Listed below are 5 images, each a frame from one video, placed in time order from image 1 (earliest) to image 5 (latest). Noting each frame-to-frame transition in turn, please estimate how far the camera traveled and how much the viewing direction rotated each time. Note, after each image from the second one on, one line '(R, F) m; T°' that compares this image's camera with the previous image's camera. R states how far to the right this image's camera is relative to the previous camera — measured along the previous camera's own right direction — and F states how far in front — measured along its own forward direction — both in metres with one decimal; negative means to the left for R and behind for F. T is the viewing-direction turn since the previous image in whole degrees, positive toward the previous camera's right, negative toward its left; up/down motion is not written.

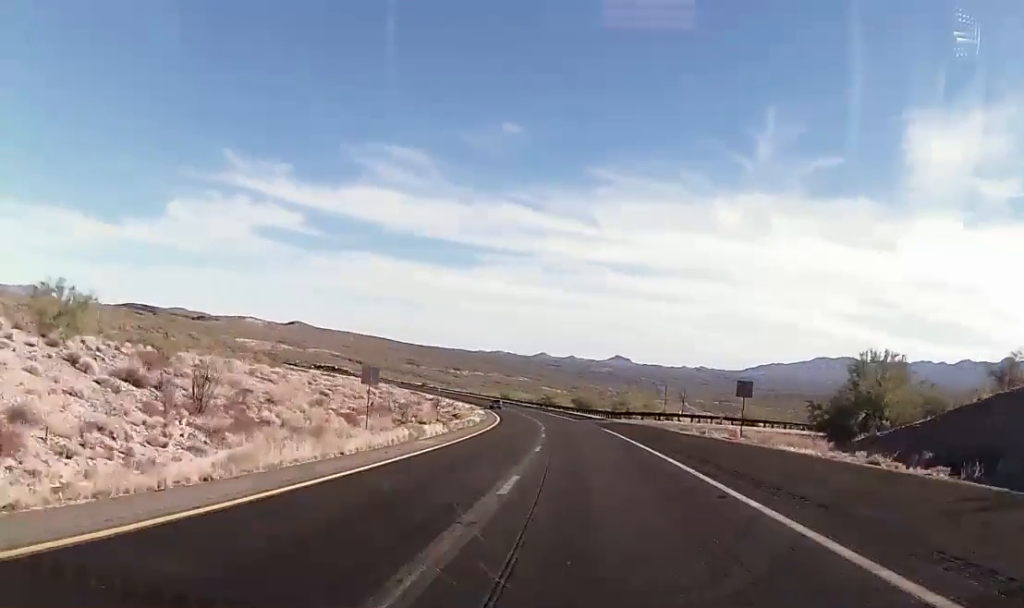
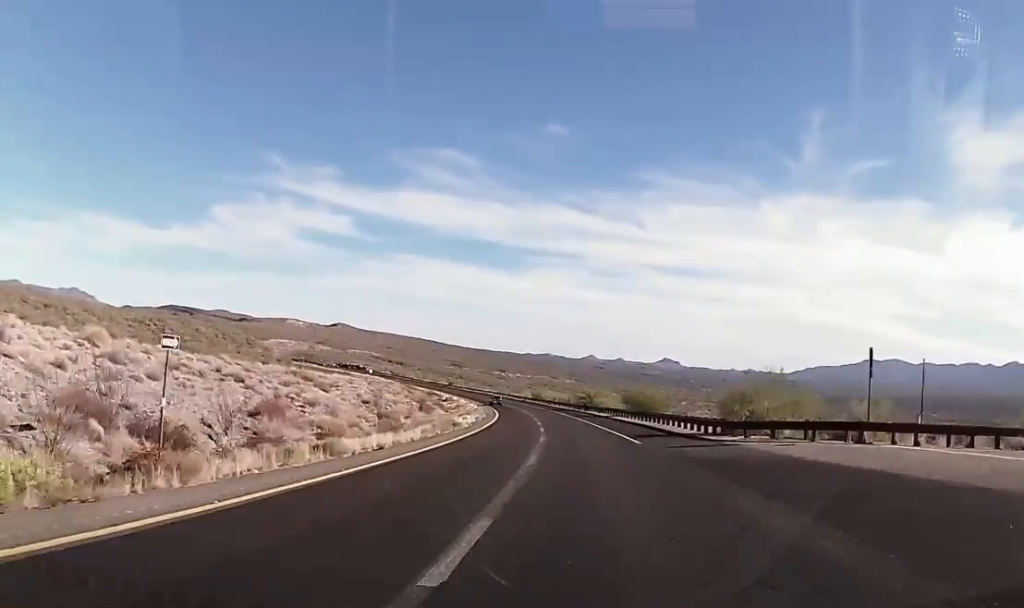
(-1.7, +42.6) m; -3°
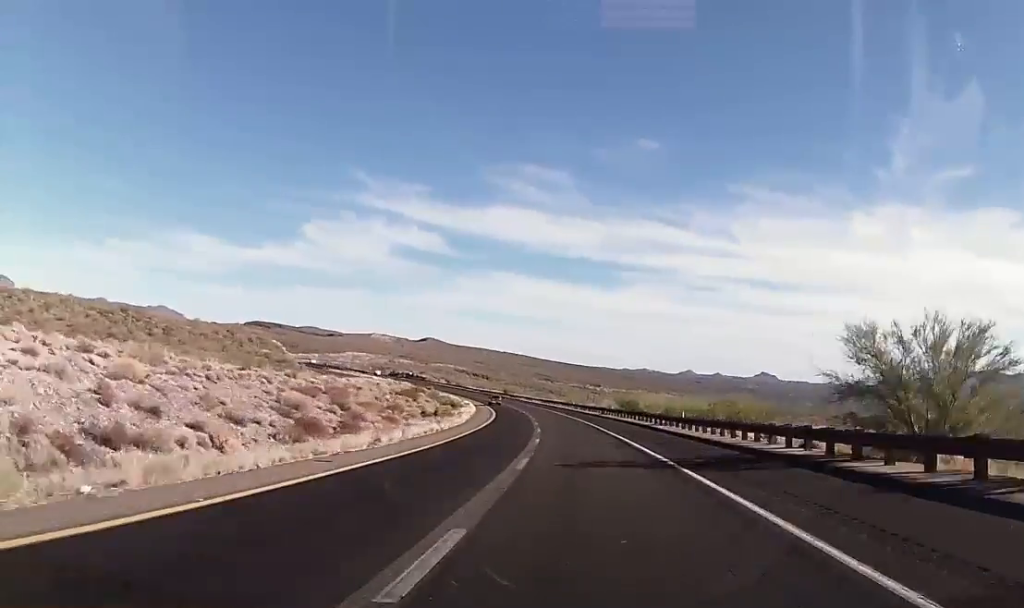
(-4.2, +85.1) m; -6°
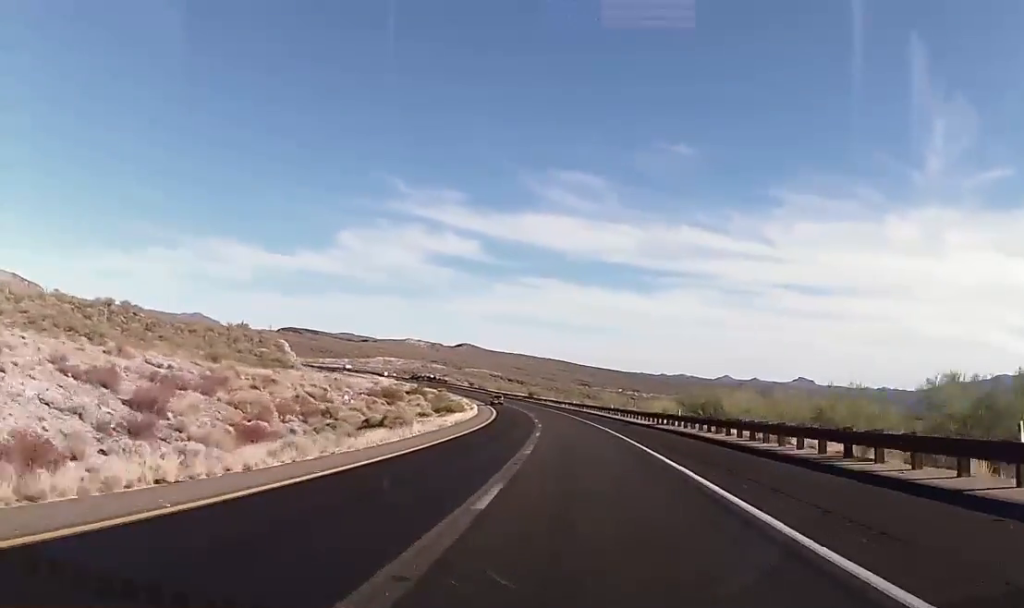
(-0.5, +31.2) m; -3°
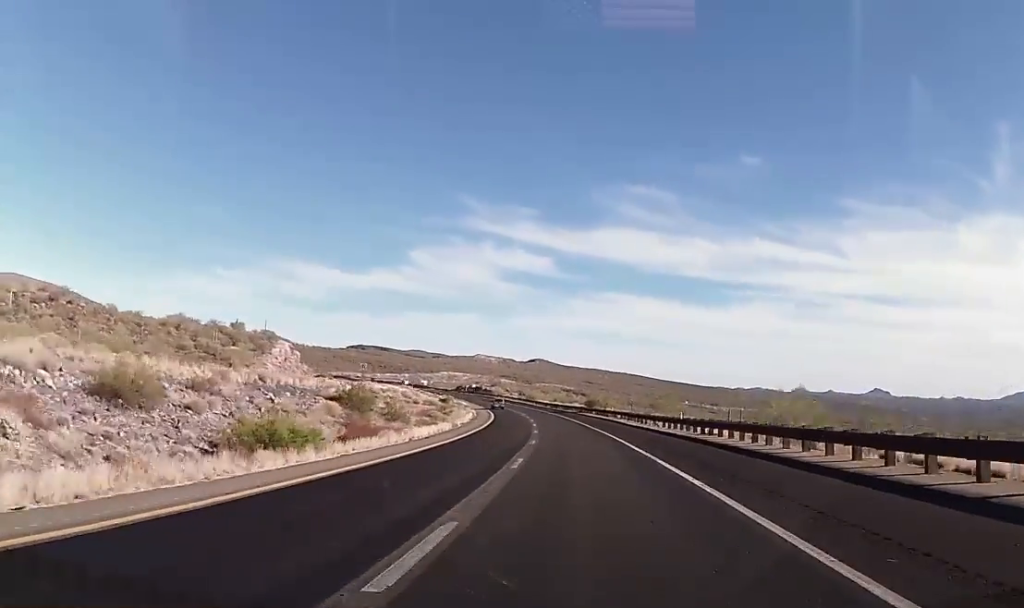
(-4.3, +64.4) m; -6°
